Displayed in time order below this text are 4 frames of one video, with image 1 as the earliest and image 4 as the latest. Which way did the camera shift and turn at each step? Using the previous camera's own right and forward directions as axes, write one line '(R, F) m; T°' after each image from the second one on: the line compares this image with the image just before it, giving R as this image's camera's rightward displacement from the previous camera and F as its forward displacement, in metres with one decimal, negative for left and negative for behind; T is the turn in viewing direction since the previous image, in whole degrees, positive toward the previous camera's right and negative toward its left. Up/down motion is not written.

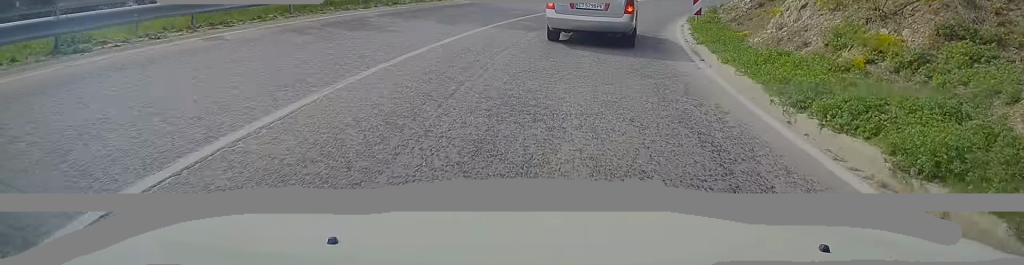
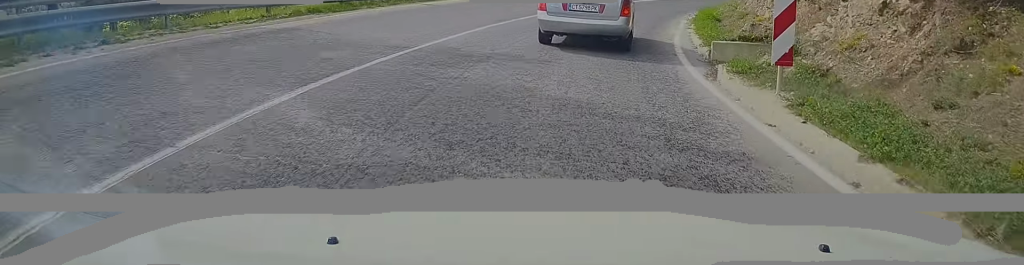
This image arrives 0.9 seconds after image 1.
(+0.9, +12.0) m; +9°
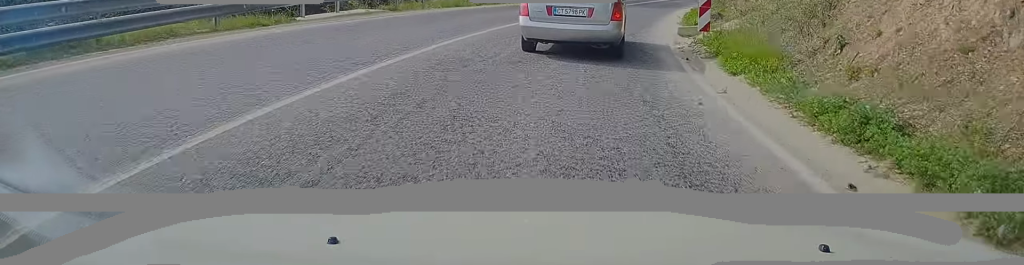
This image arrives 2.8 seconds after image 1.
(+3.9, +22.9) m; +20°
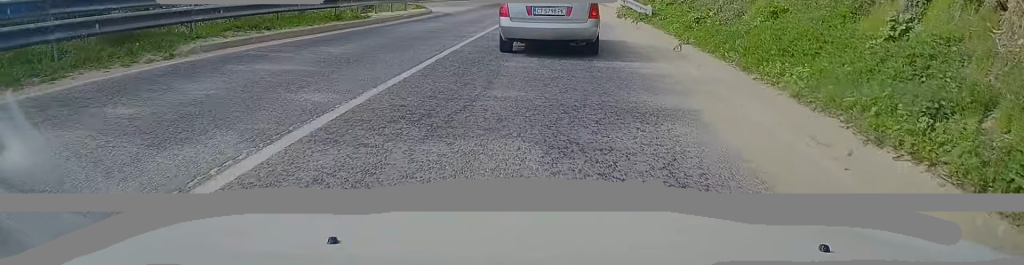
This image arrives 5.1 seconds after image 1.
(+4.6, +27.9) m; +15°
